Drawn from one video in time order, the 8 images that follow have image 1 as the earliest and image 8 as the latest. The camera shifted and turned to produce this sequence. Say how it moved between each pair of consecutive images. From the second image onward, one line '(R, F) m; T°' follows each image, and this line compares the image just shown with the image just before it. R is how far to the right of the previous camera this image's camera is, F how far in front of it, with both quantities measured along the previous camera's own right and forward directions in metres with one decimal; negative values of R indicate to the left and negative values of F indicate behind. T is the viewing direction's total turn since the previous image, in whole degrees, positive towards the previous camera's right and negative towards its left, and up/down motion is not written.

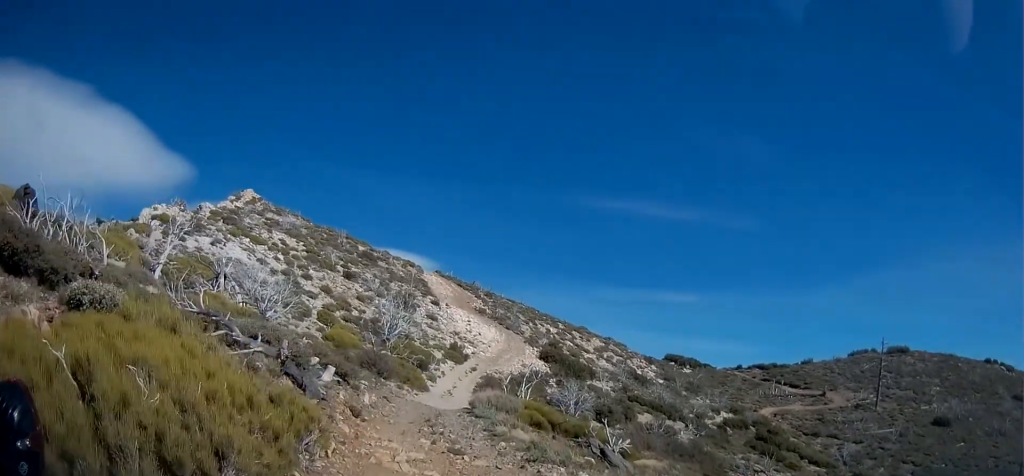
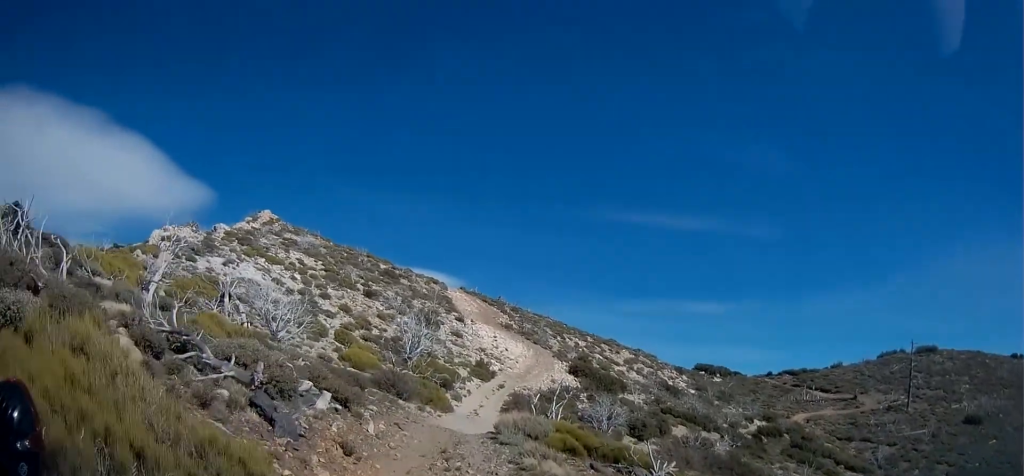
(-0.1, +2.1) m; -2°
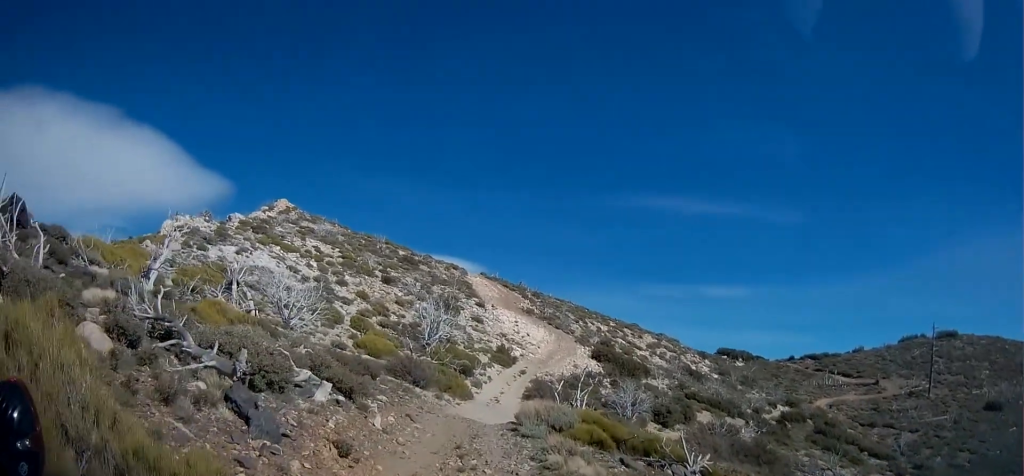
(-0.2, +1.3) m; -2°
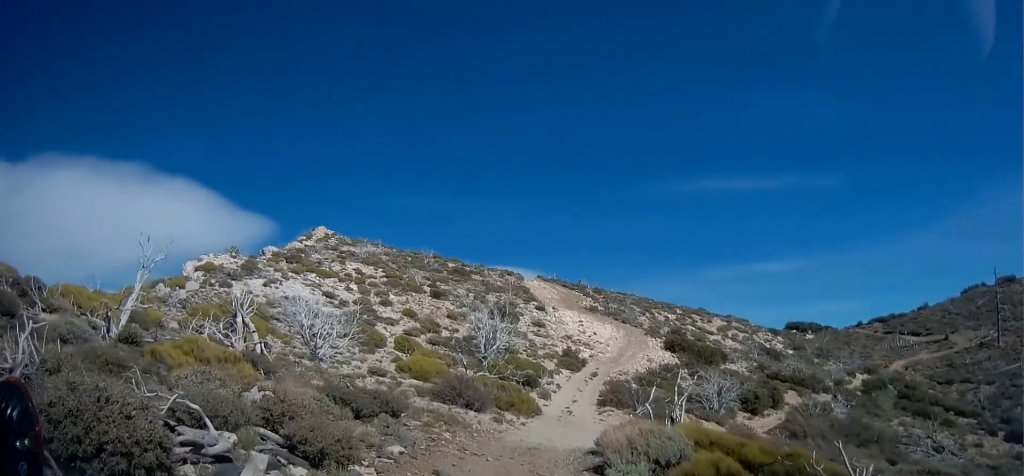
(0.0, +4.9) m; -5°
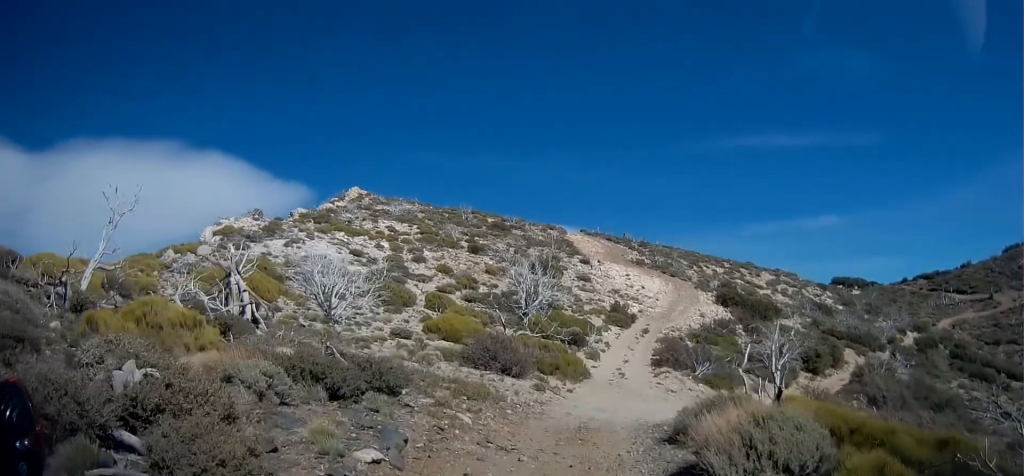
(-0.3, +3.4) m; -3°
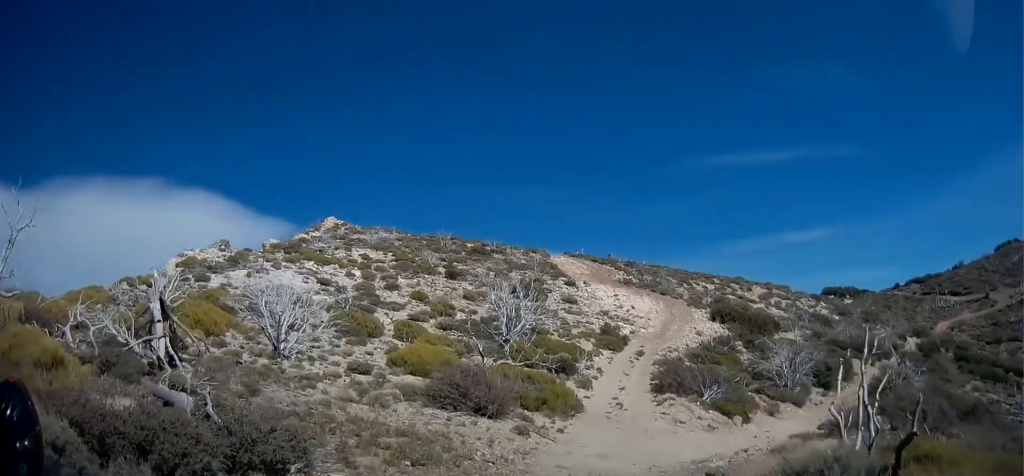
(+0.1, +3.7) m; 0°
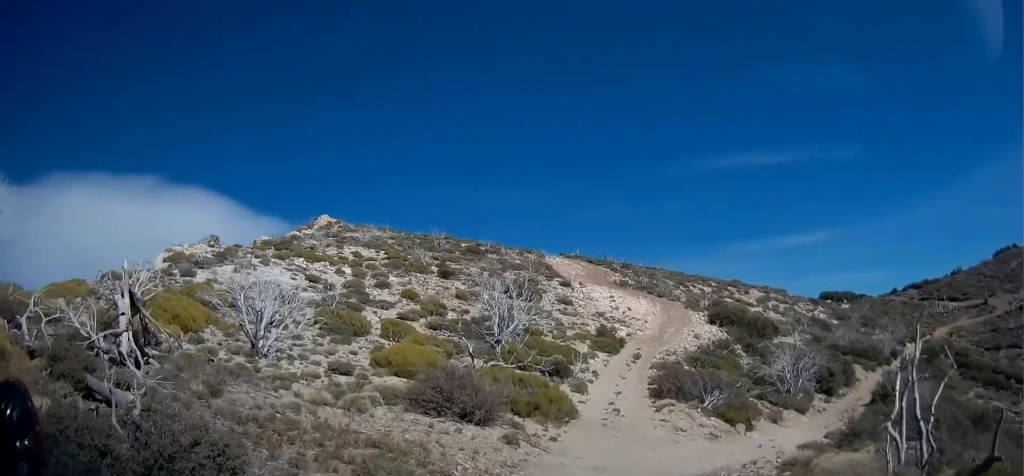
(-0.1, +1.3) m; -1°
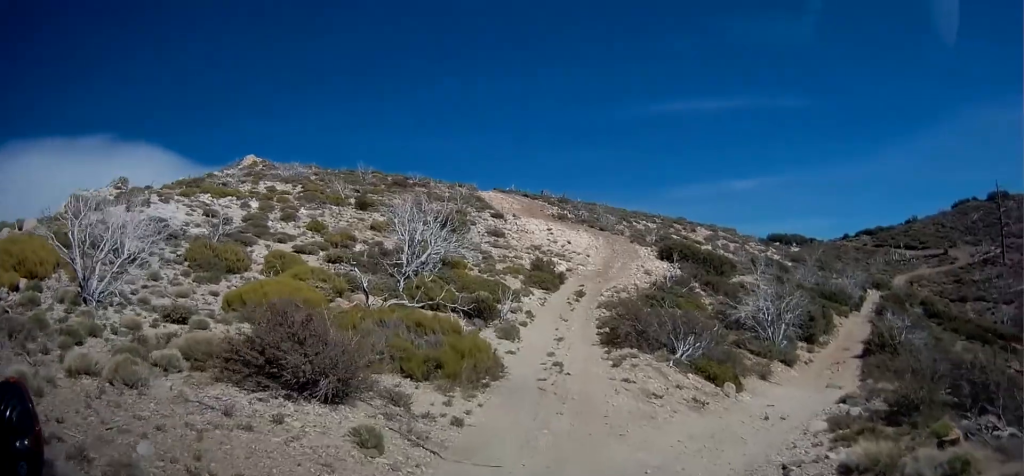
(+0.6, +6.2) m; +11°
